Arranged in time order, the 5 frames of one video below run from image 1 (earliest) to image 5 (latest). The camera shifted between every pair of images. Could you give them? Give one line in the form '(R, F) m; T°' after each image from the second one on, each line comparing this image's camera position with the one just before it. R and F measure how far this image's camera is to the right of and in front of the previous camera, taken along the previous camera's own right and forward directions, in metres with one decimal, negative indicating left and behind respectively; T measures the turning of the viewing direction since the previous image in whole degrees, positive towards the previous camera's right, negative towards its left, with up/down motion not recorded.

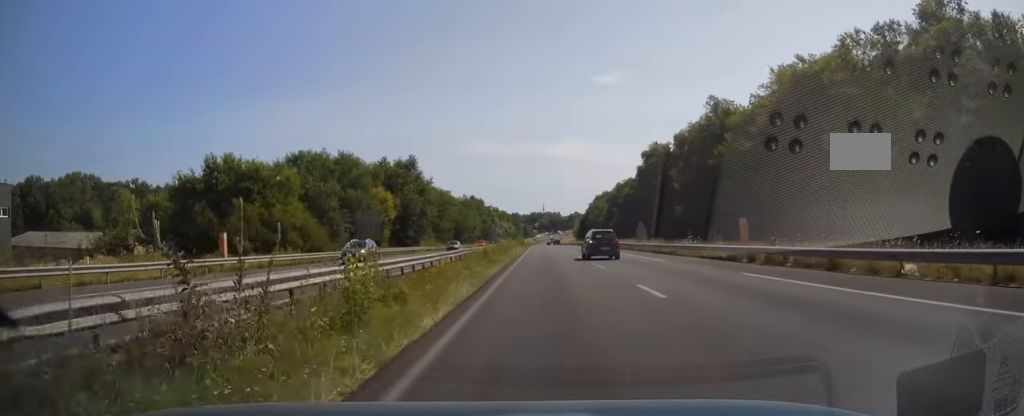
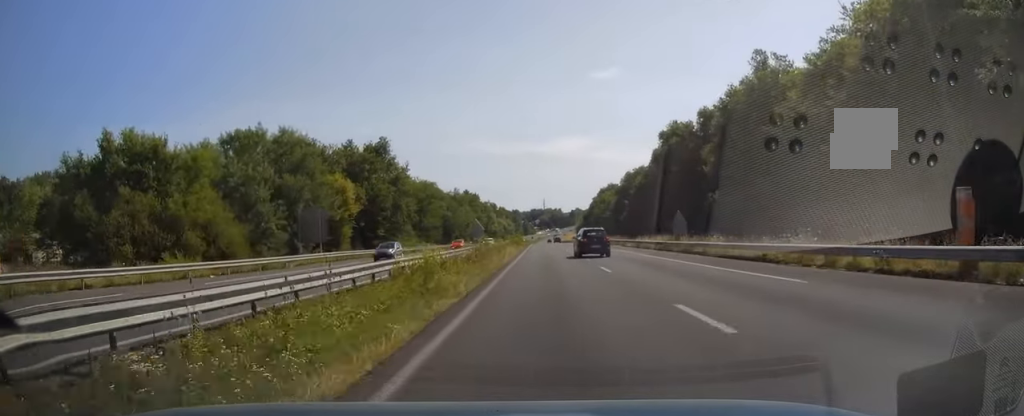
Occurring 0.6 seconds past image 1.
(0.0, +17.1) m; 0°
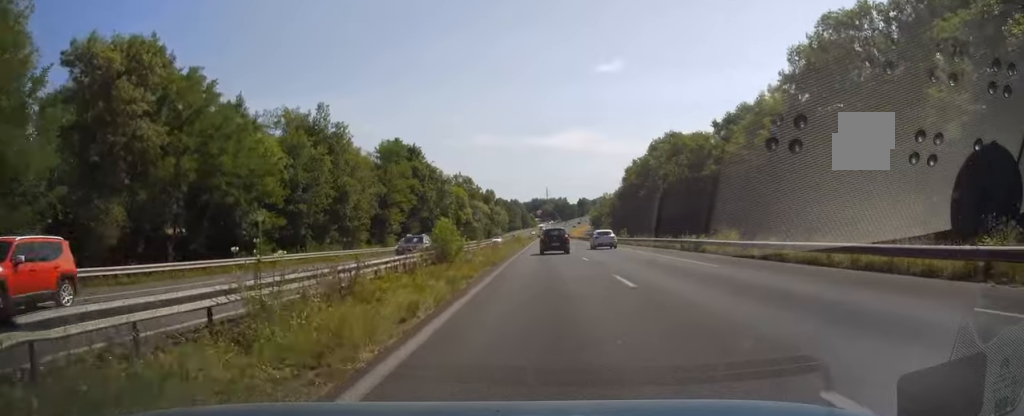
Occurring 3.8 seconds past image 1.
(+0.2, +96.4) m; 0°
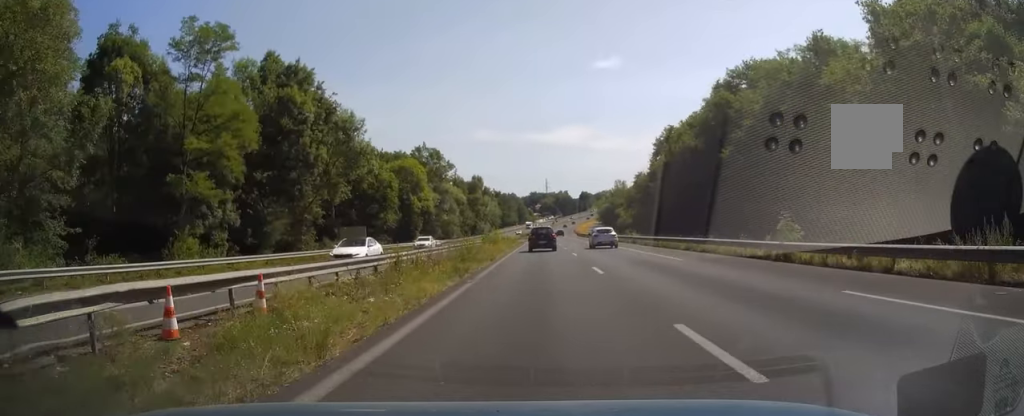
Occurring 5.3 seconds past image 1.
(-0.4, +48.2) m; 0°
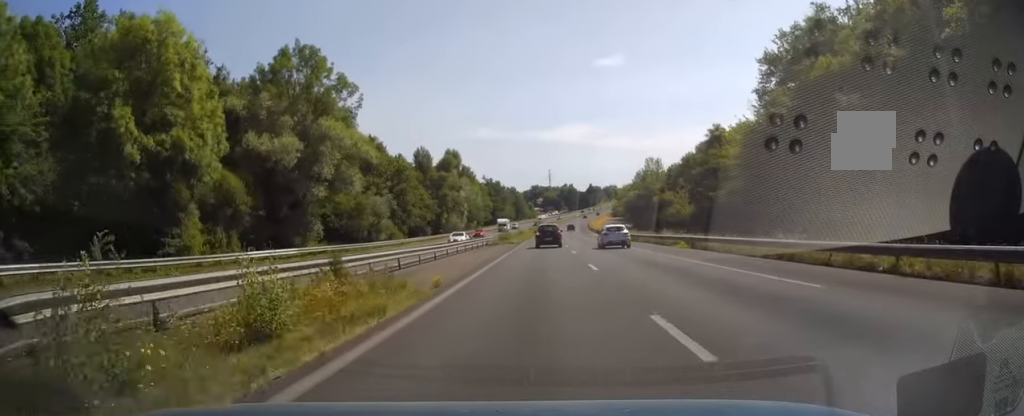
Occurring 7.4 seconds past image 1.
(0.0, +64.2) m; 0°
